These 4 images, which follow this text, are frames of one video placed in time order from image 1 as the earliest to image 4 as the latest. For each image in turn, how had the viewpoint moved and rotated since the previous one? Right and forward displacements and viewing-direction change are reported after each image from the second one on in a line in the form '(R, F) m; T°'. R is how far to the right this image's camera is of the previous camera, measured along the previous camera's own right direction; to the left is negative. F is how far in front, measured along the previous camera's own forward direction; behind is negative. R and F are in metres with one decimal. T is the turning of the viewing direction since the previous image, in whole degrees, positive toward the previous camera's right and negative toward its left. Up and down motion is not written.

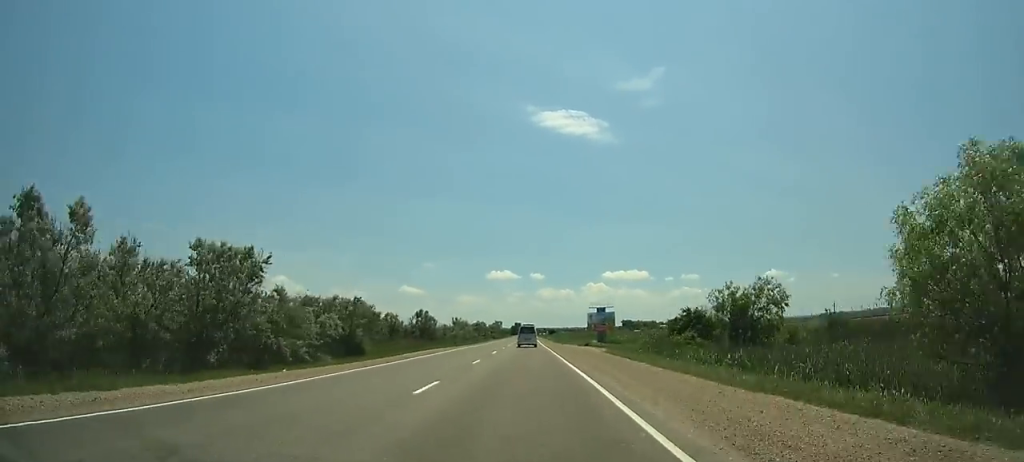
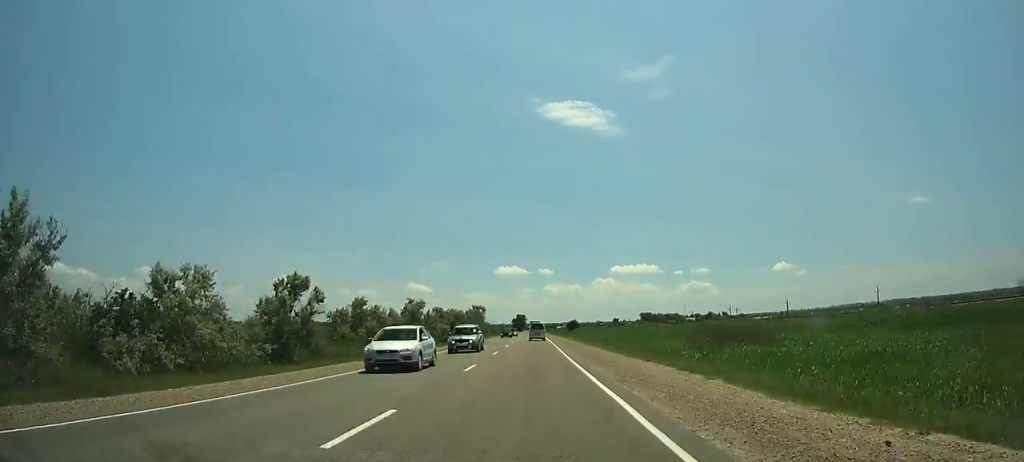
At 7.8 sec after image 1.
(-2.6, +164.0) m; -1°
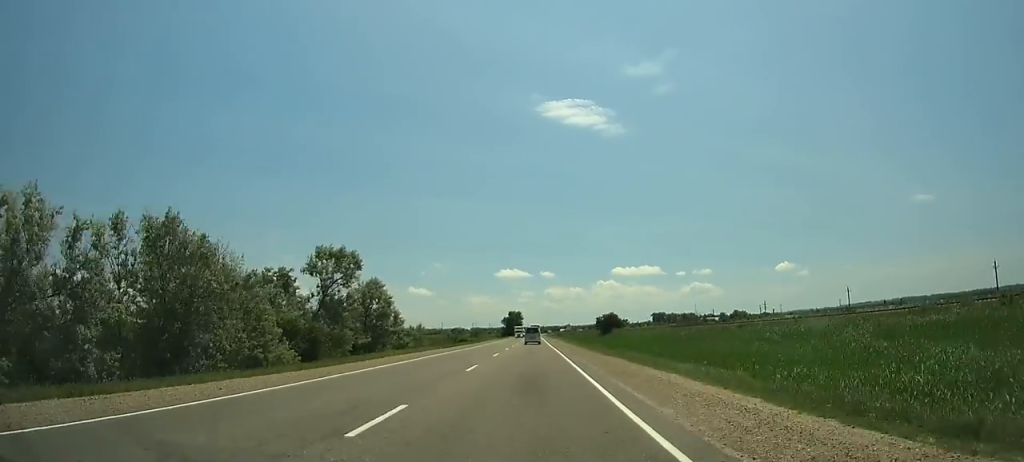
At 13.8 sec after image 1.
(-0.2, +132.0) m; 0°
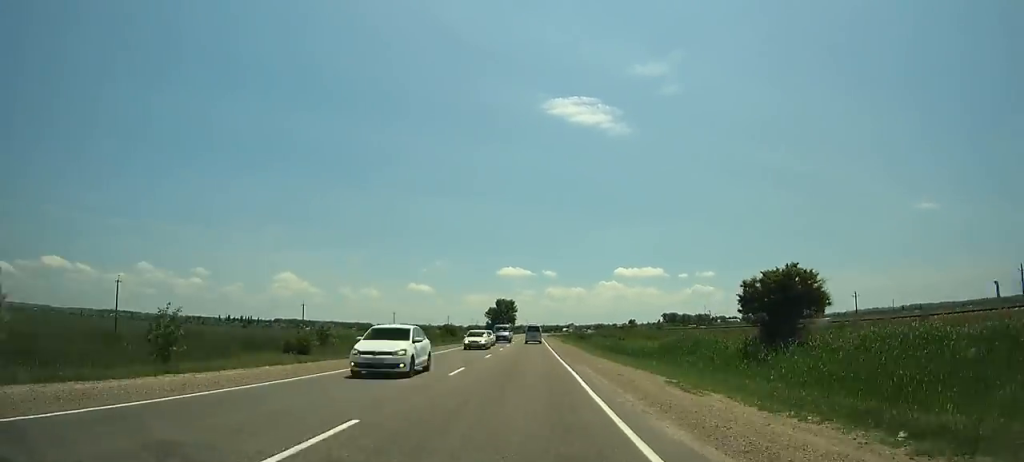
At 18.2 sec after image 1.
(-0.4, +98.7) m; 0°
